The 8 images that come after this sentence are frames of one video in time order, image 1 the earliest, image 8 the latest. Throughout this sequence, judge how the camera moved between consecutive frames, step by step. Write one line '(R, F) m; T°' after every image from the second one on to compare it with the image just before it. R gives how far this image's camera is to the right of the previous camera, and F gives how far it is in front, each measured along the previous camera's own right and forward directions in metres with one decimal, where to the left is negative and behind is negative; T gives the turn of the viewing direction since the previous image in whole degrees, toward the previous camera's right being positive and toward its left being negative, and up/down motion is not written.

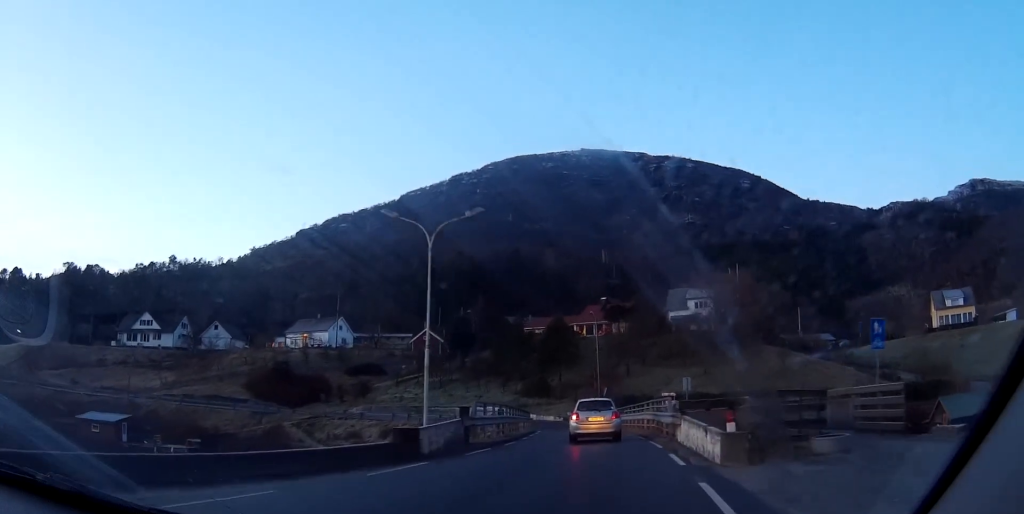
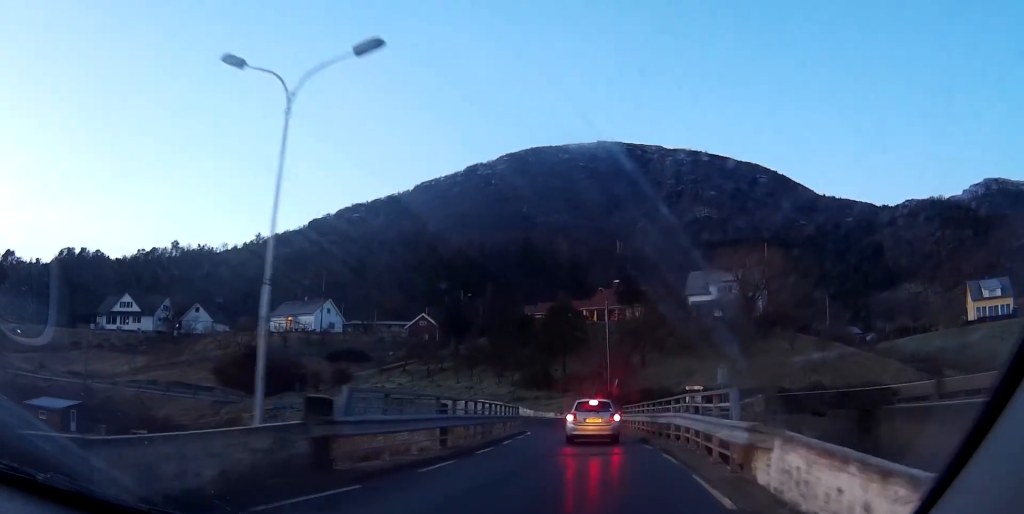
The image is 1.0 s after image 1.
(0.0, +10.9) m; -1°
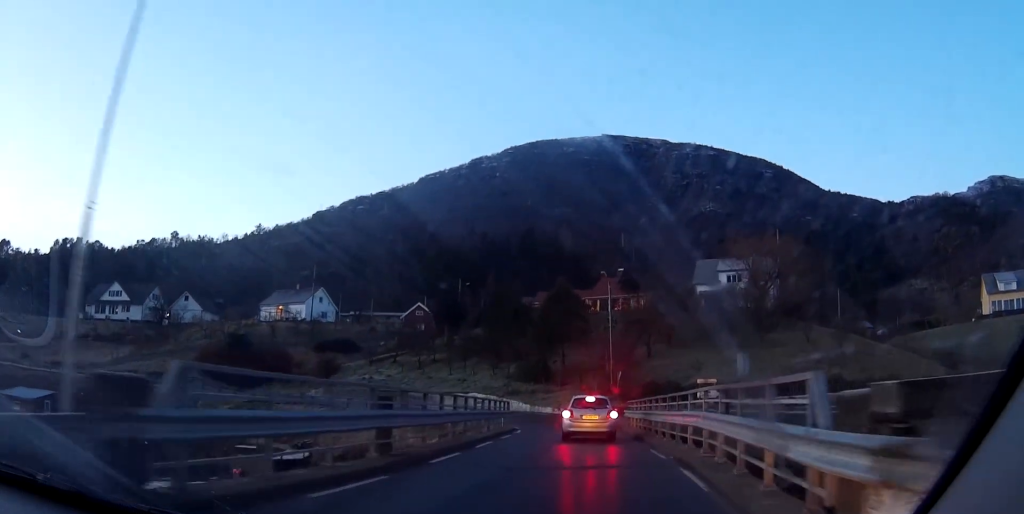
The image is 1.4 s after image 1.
(0.0, +4.6) m; 0°
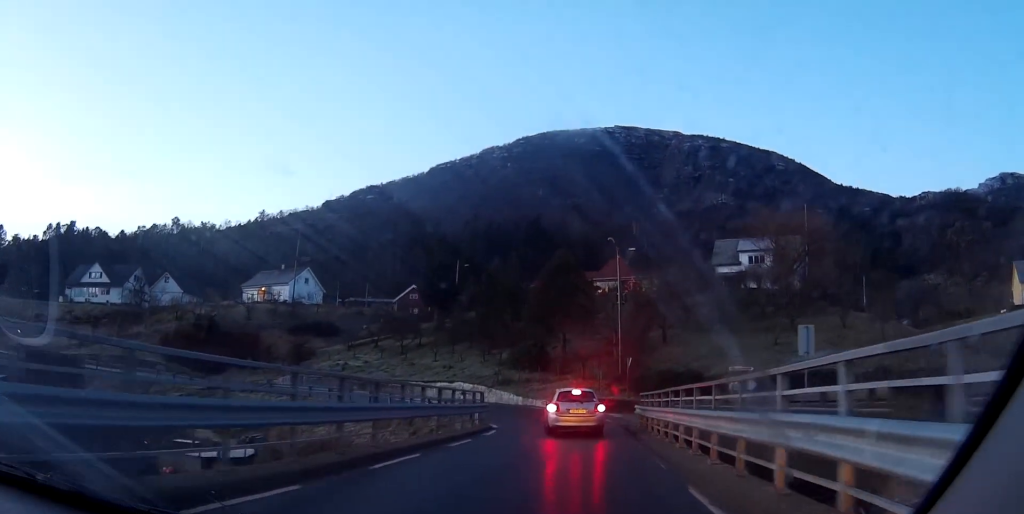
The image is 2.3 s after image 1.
(-0.1, +8.8) m; -1°
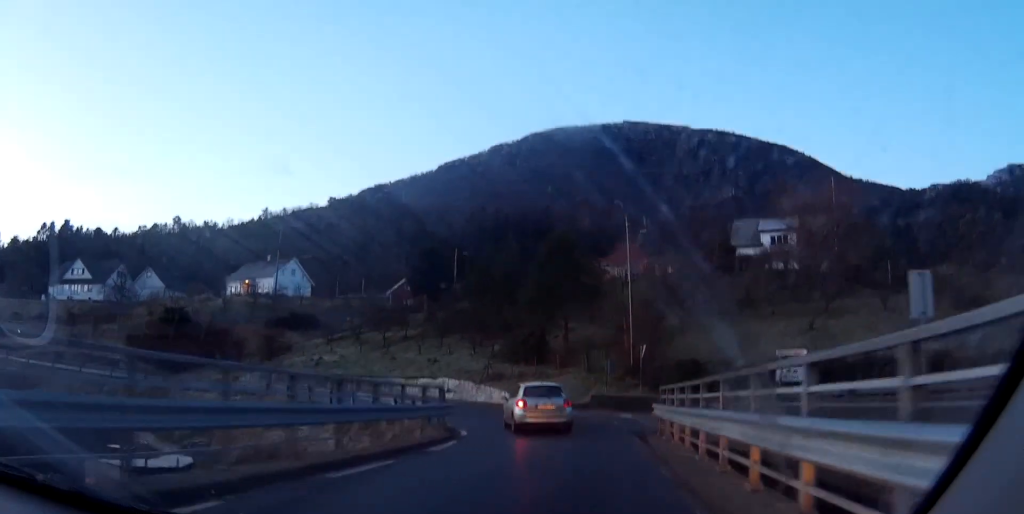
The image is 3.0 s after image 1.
(0.0, +7.5) m; -1°
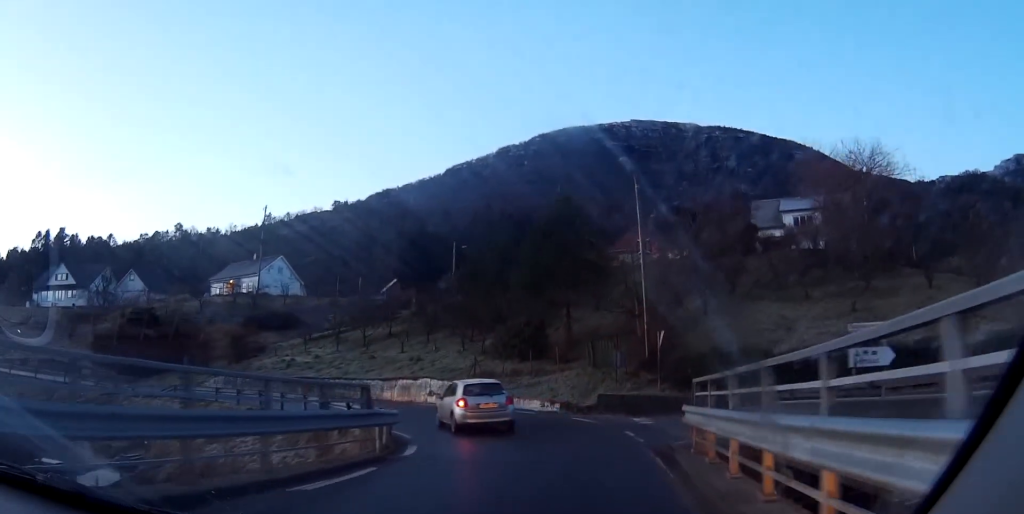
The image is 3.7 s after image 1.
(-0.1, +6.7) m; -4°
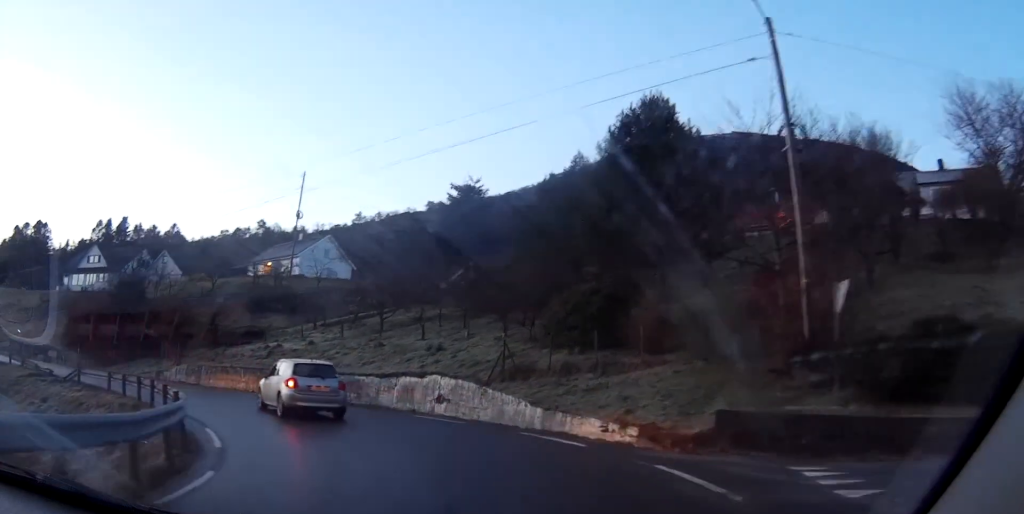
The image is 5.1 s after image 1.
(-1.5, +14.0) m; -11°
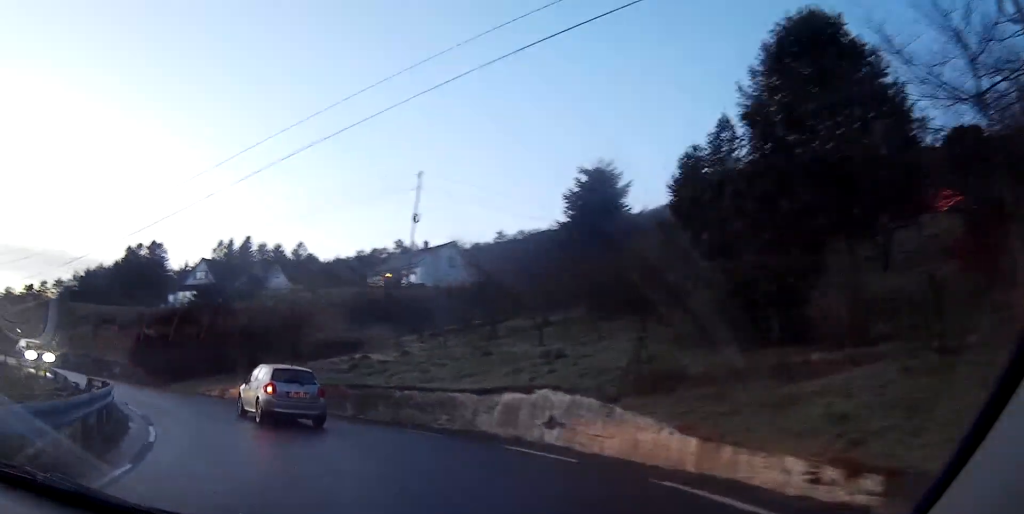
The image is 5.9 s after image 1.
(-0.1, +6.7) m; -8°
